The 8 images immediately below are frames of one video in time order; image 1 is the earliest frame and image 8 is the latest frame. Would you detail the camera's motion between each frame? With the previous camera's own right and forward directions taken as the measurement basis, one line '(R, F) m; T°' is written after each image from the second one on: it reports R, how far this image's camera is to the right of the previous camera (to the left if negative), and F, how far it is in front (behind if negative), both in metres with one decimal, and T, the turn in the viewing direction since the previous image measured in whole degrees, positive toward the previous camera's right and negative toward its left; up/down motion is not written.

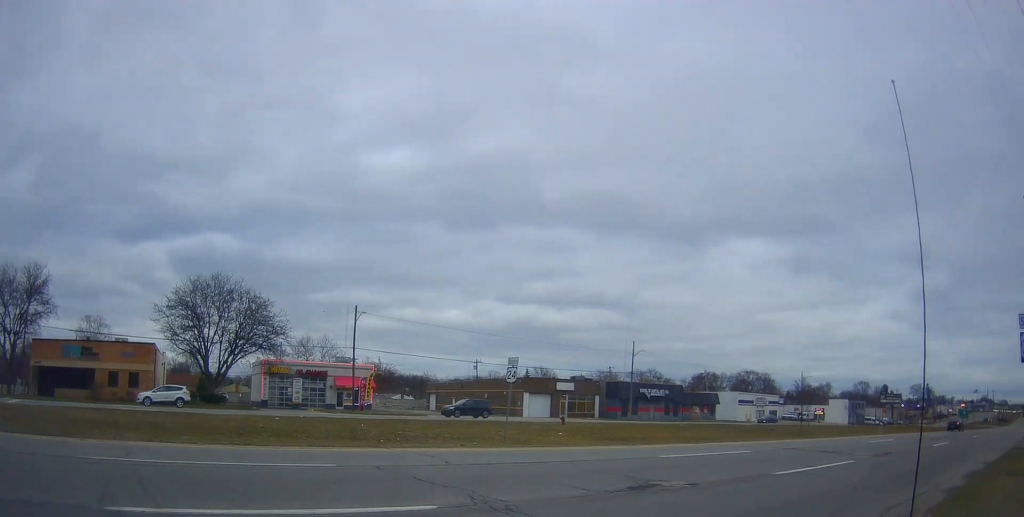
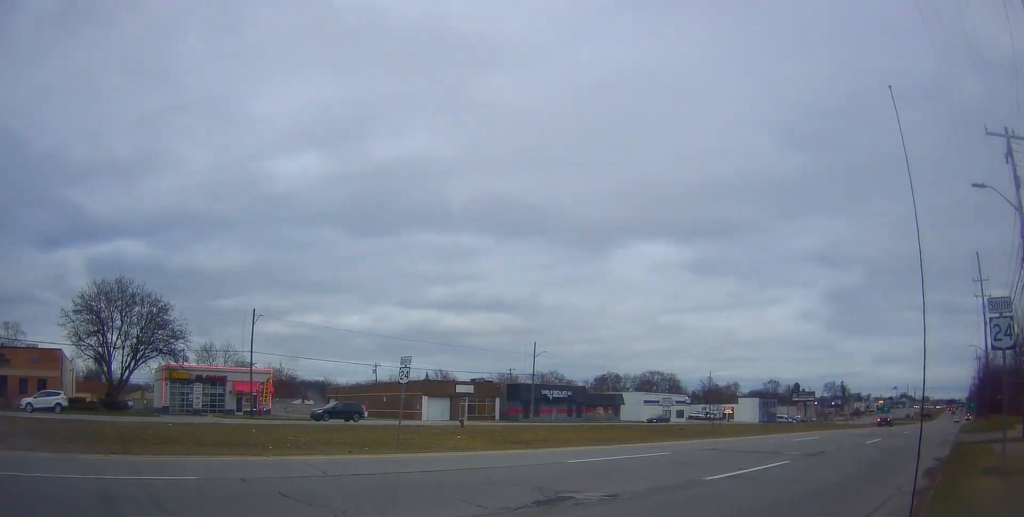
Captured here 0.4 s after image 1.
(-0.3, +1.5) m; +1°
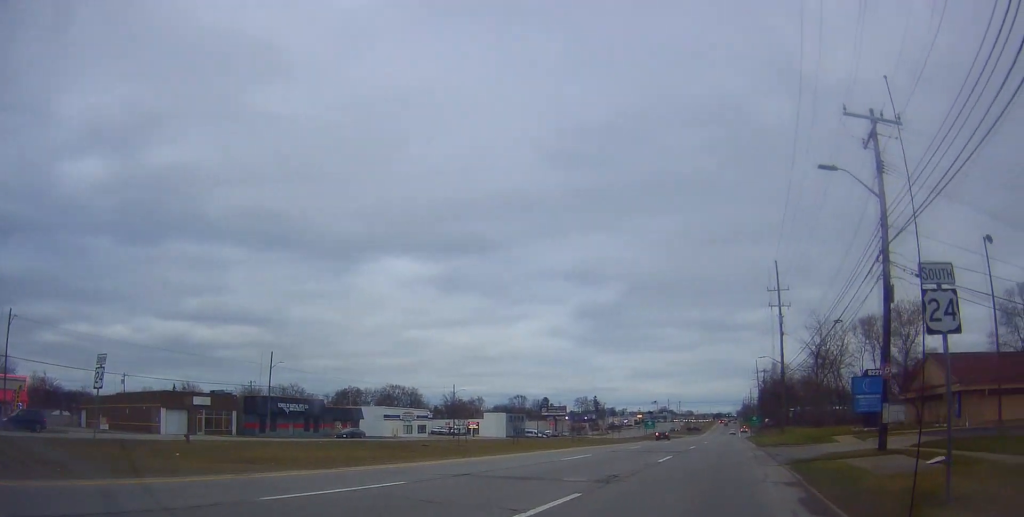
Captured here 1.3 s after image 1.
(-0.9, +3.3) m; +15°
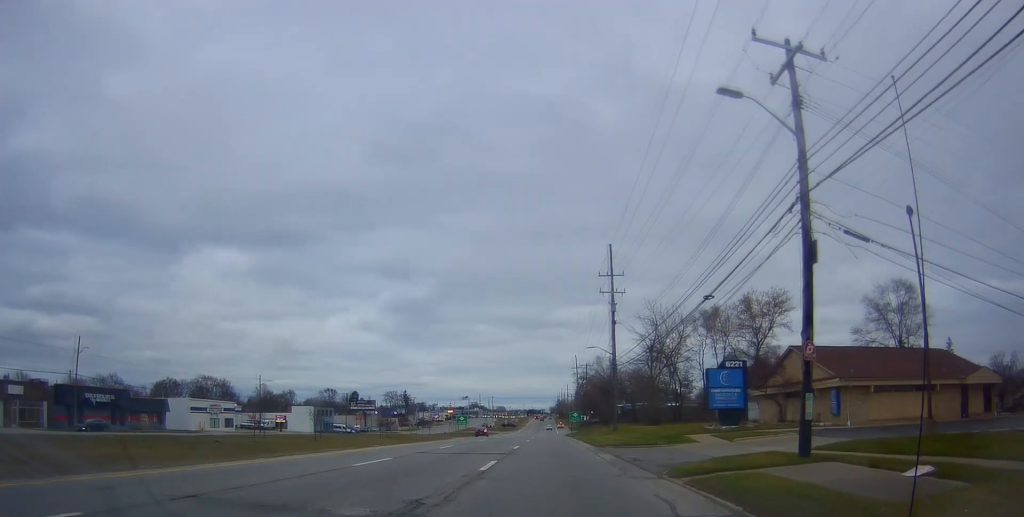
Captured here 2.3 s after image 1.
(+1.9, +3.7) m; +34°
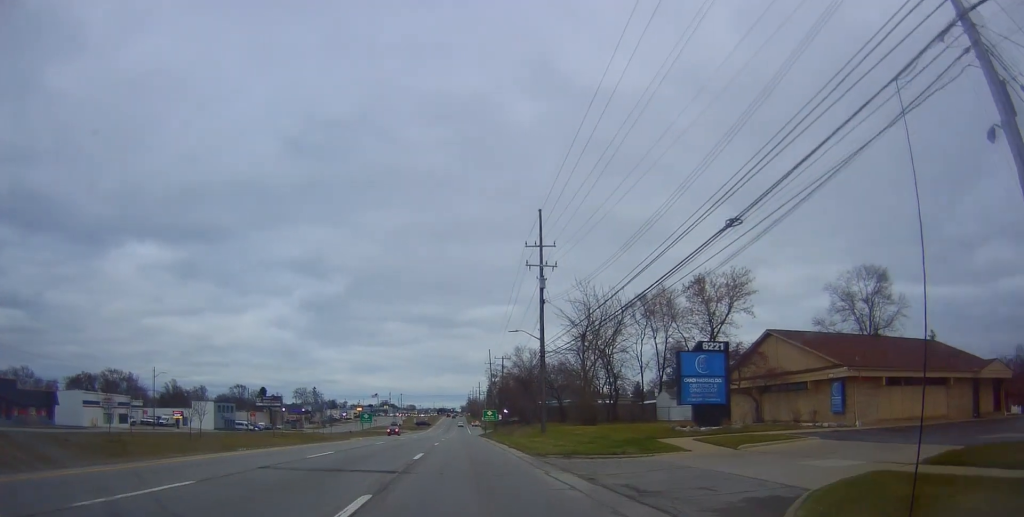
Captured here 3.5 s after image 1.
(+0.6, +7.0) m; +9°
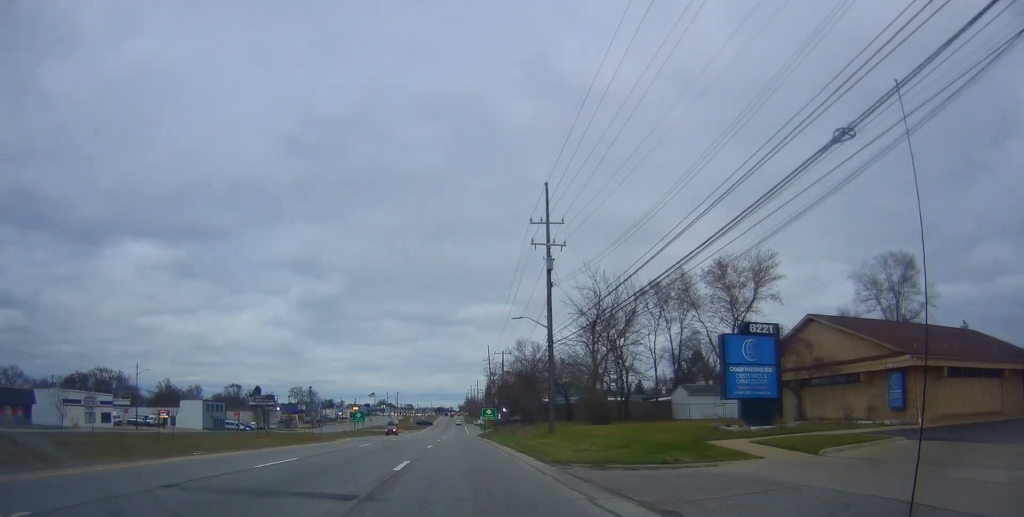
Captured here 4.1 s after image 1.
(-0.6, +3.8) m; +8°
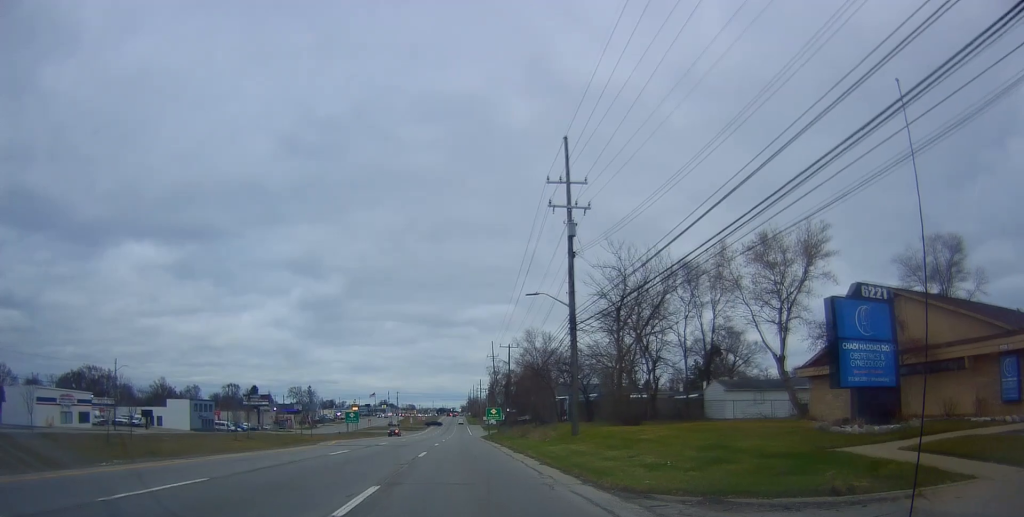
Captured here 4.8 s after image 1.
(+1.3, +6.3) m; +7°
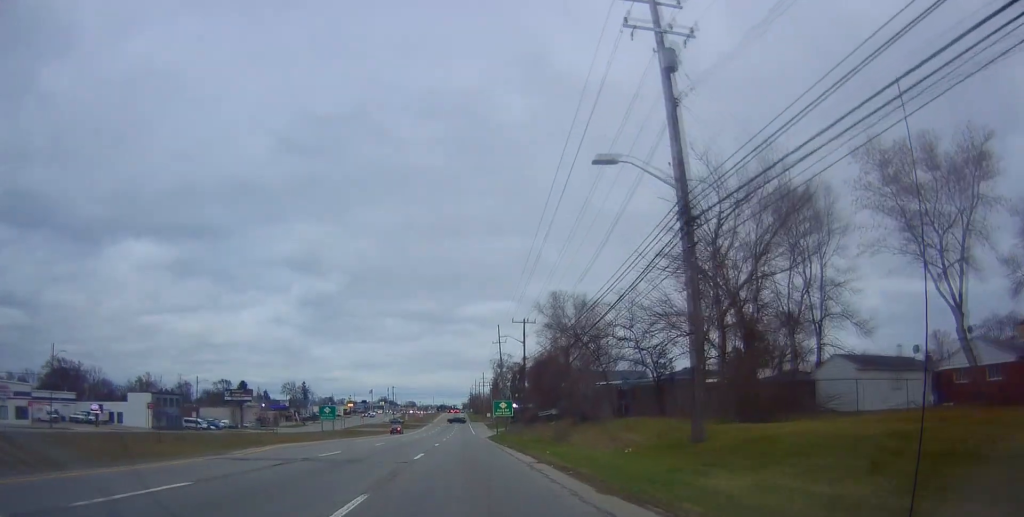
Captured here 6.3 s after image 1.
(-0.1, +14.7) m; -7°
